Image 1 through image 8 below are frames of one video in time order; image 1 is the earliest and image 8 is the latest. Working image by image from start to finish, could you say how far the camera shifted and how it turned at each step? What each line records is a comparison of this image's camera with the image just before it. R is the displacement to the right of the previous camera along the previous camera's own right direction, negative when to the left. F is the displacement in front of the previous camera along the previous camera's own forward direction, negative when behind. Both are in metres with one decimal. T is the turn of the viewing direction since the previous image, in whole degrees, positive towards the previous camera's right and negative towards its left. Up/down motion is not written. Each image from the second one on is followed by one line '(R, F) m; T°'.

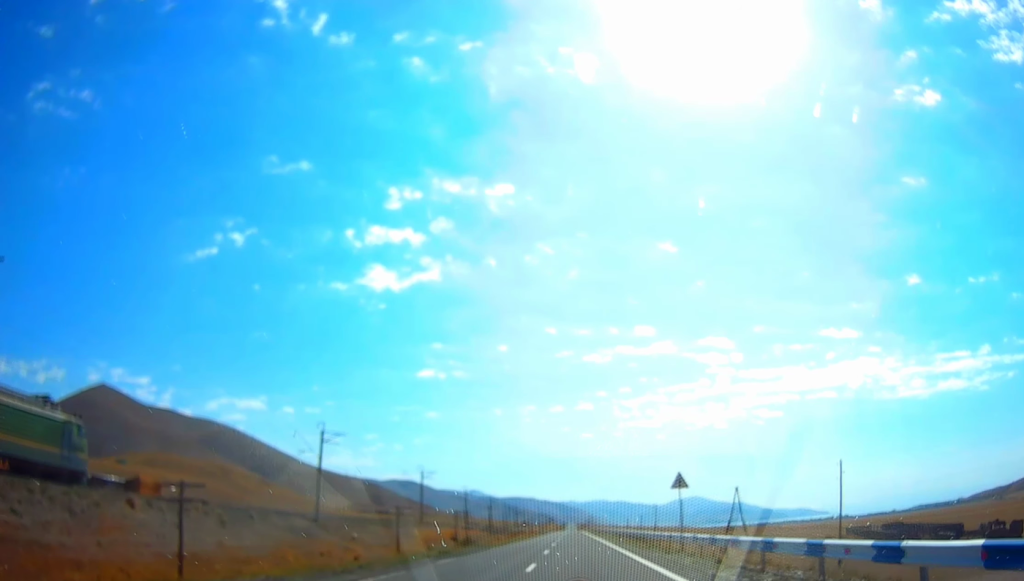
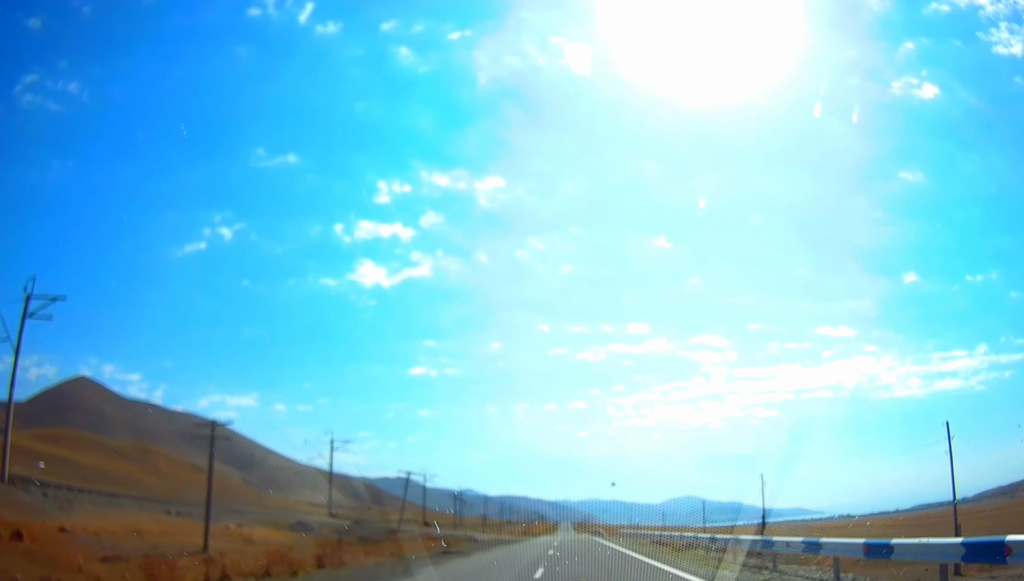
(0.0, +104.2) m; 0°
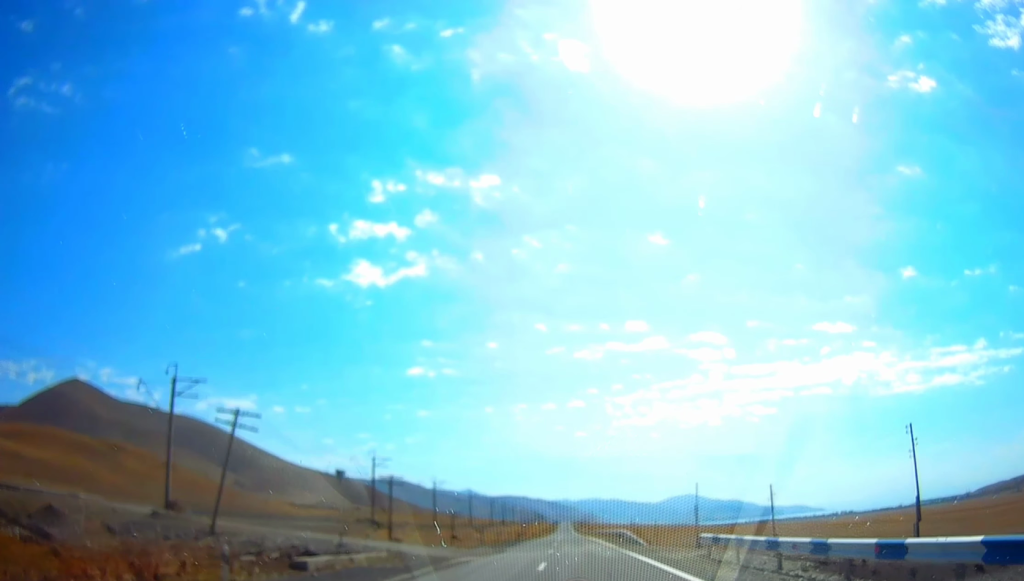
(+0.2, +35.9) m; 0°
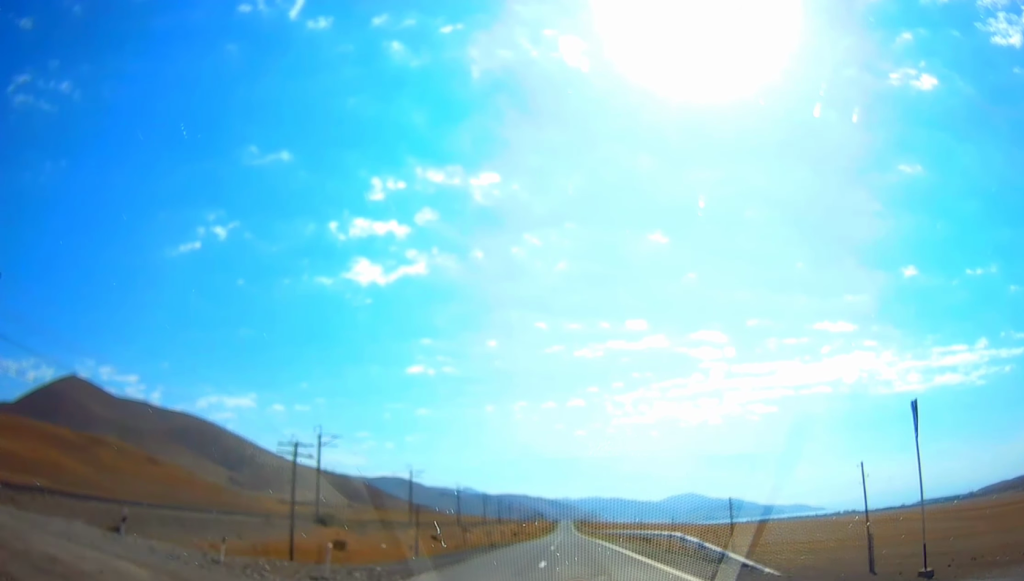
(+0.3, +23.5) m; 0°
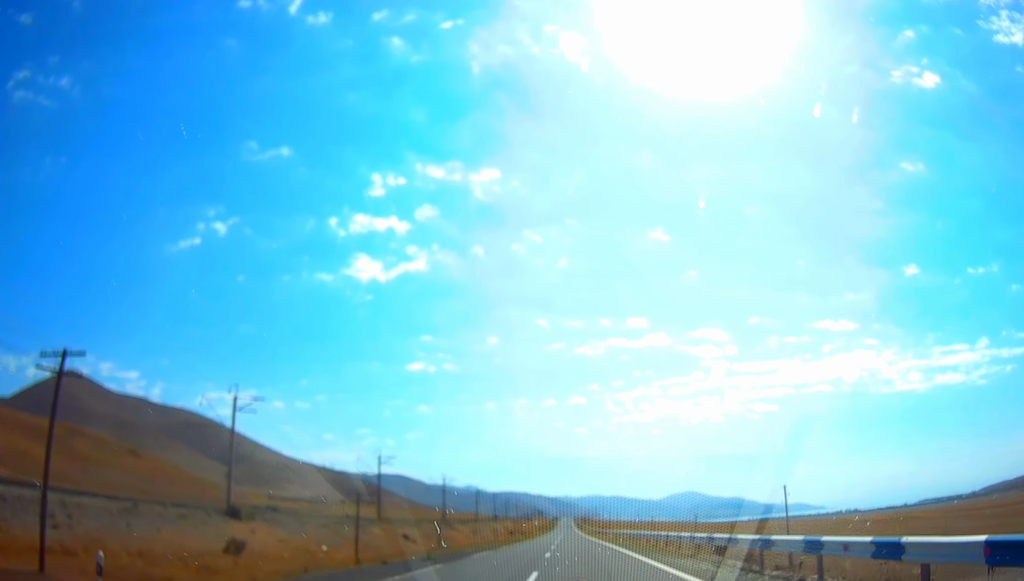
(-0.3, +22.9) m; -1°
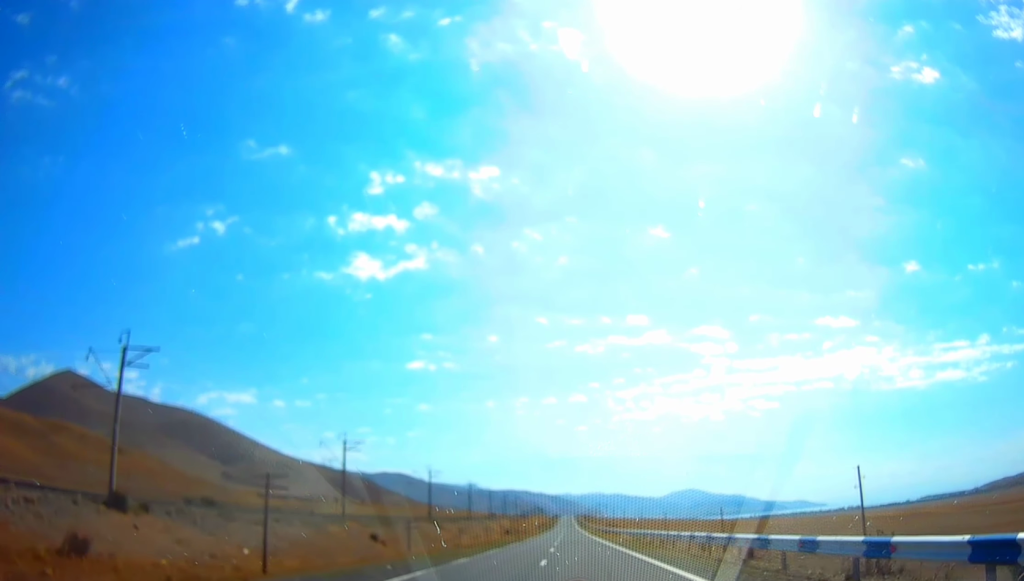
(-0.1, +17.0) m; 0°
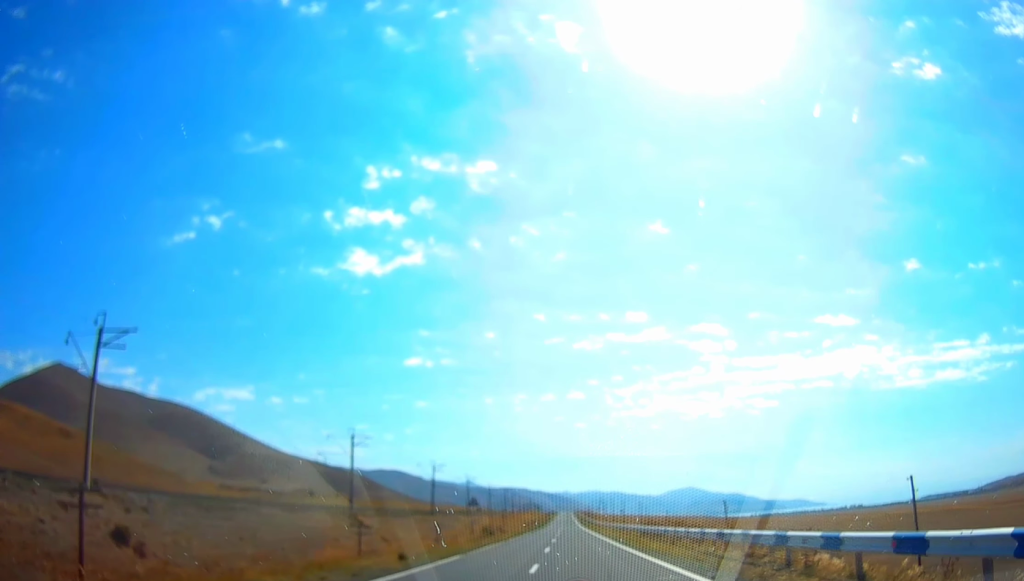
(+0.1, +51.5) m; 0°
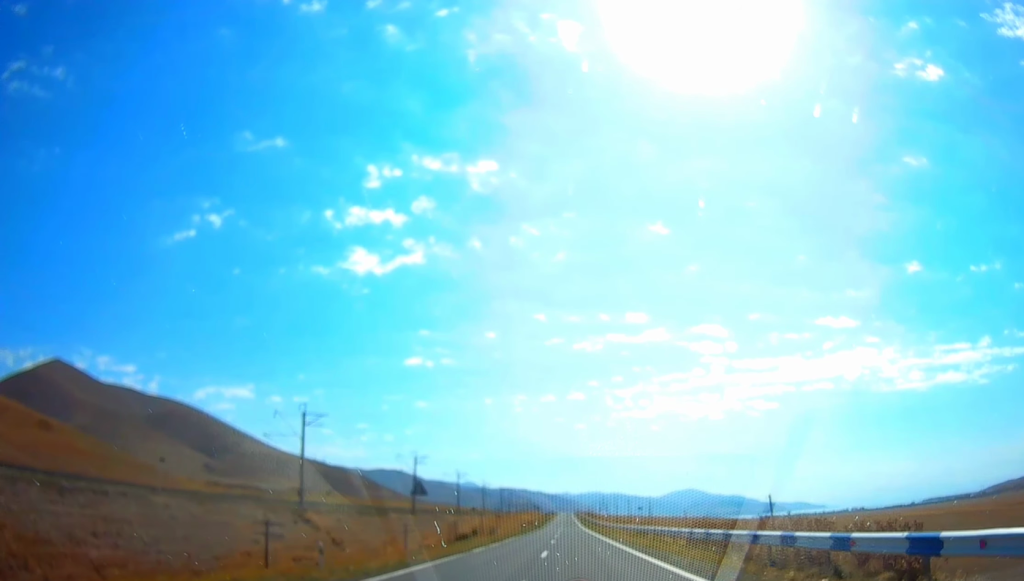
(0.0, +19.4) m; 0°
